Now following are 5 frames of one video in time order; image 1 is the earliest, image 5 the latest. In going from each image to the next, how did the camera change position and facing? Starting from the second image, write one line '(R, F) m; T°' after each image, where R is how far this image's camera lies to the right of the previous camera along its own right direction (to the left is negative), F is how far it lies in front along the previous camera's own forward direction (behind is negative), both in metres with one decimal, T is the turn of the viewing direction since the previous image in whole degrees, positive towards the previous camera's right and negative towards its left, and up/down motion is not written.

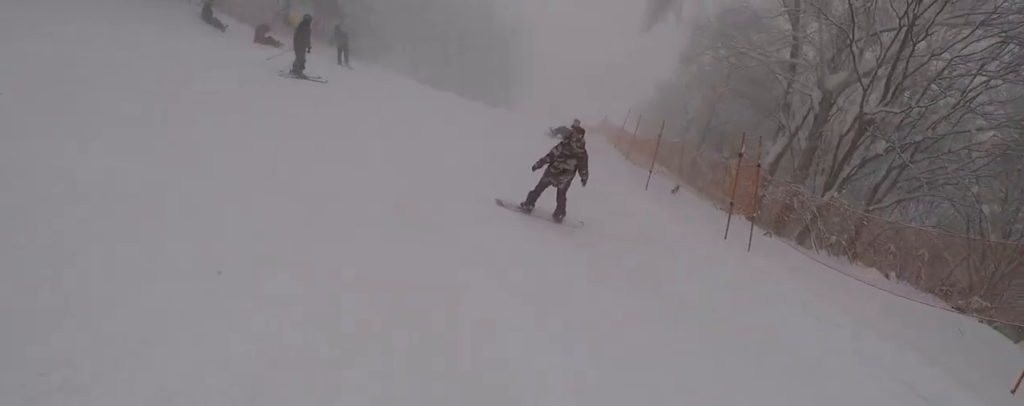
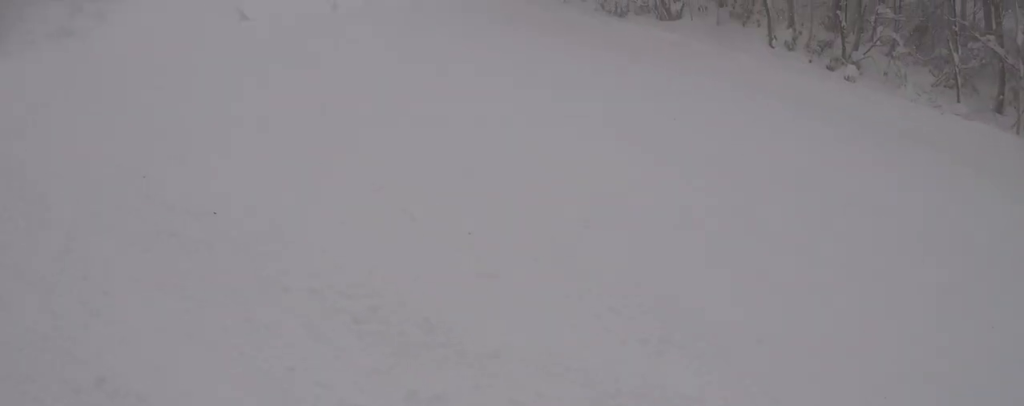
(-1.0, +4.1) m; -22°
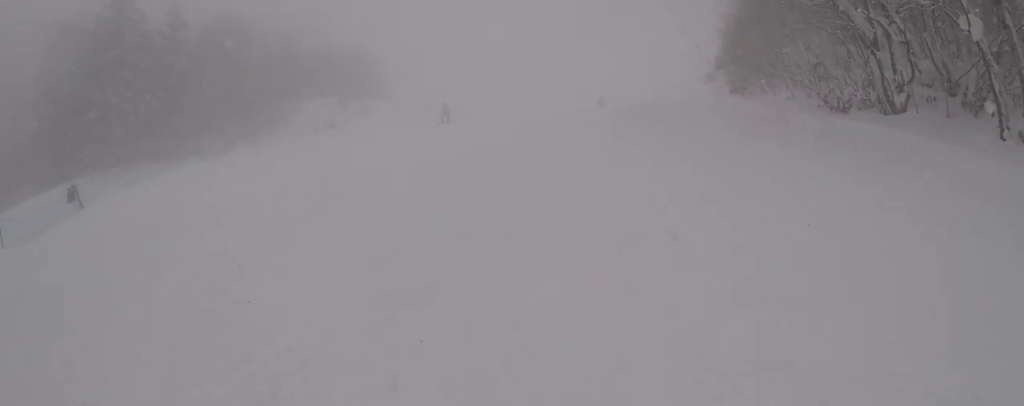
(-0.2, +2.5) m; -3°
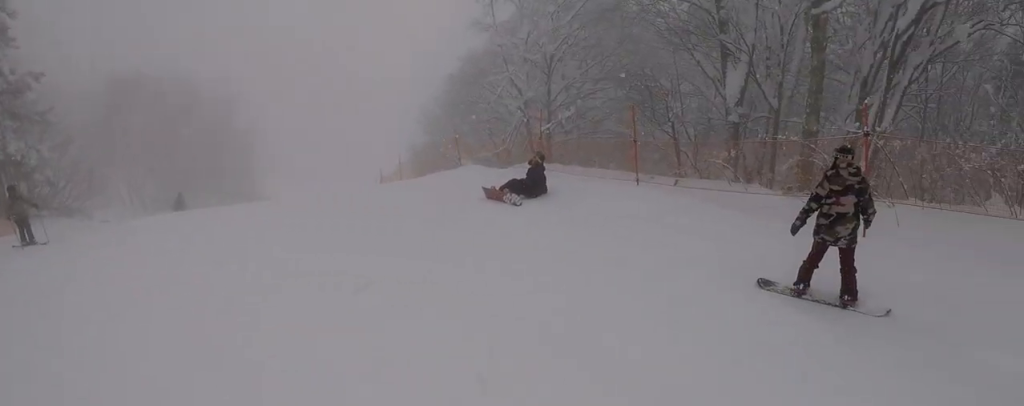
(+0.3, +3.1) m; +13°
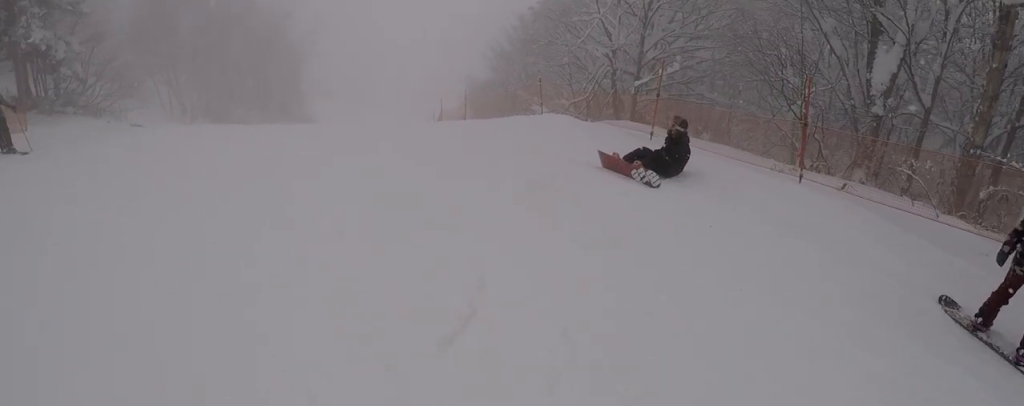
(+0.2, +3.9) m; +2°
